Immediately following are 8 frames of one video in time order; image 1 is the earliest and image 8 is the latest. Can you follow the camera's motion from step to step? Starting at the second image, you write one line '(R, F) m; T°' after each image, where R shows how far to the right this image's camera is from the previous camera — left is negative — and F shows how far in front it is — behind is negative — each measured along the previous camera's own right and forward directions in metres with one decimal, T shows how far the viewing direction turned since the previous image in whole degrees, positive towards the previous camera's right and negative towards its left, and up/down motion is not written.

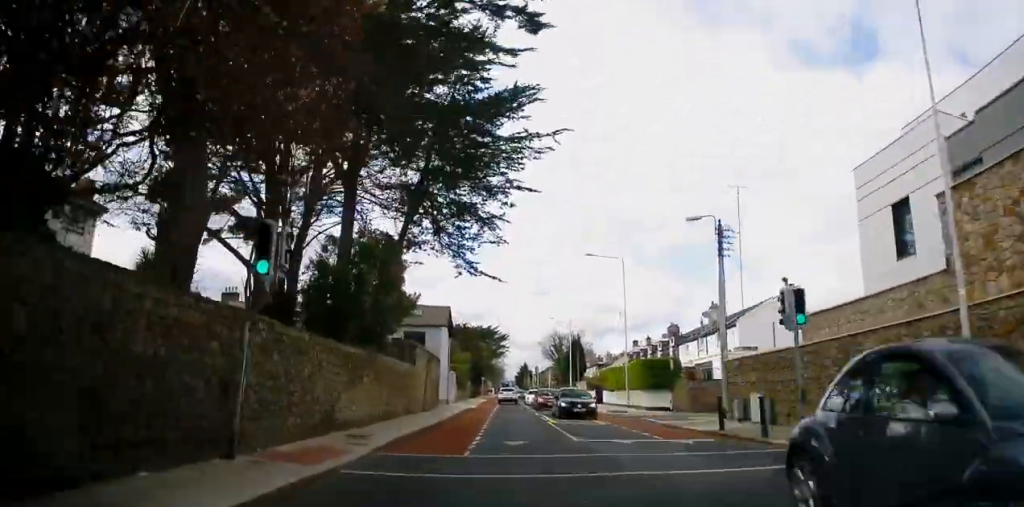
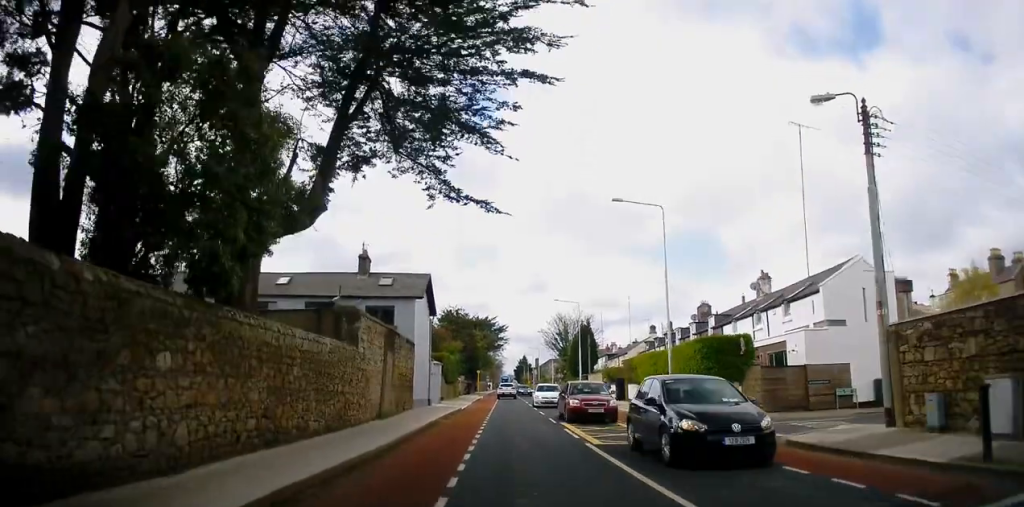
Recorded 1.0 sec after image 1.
(0.0, +10.5) m; 0°
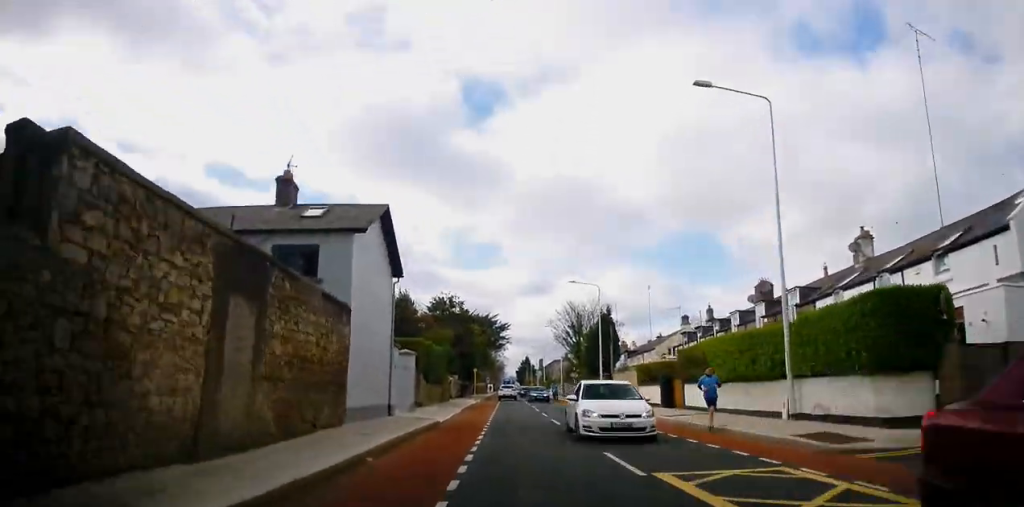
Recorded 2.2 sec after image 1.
(-0.1, +12.6) m; +2°
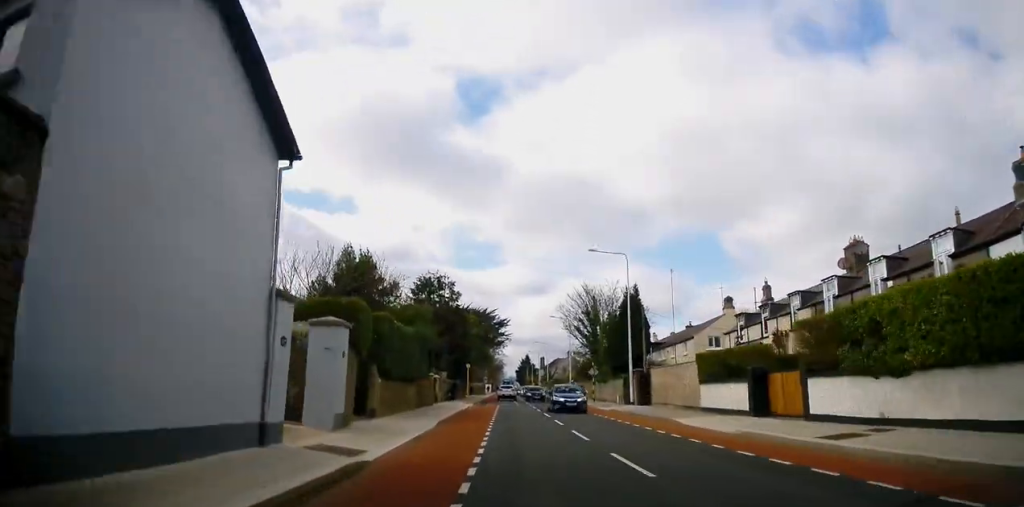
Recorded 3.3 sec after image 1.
(+0.5, +11.7) m; +1°
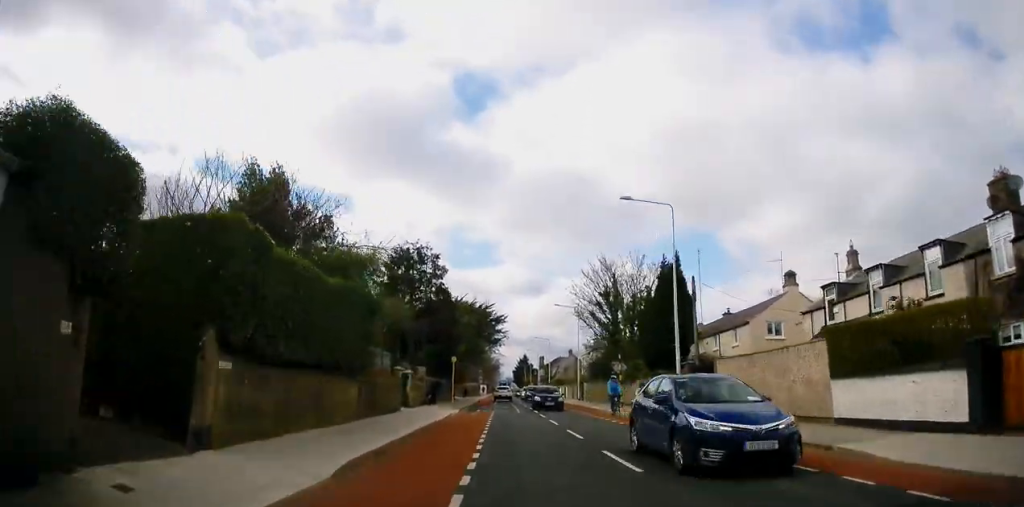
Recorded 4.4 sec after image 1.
(-0.4, +11.4) m; -3°
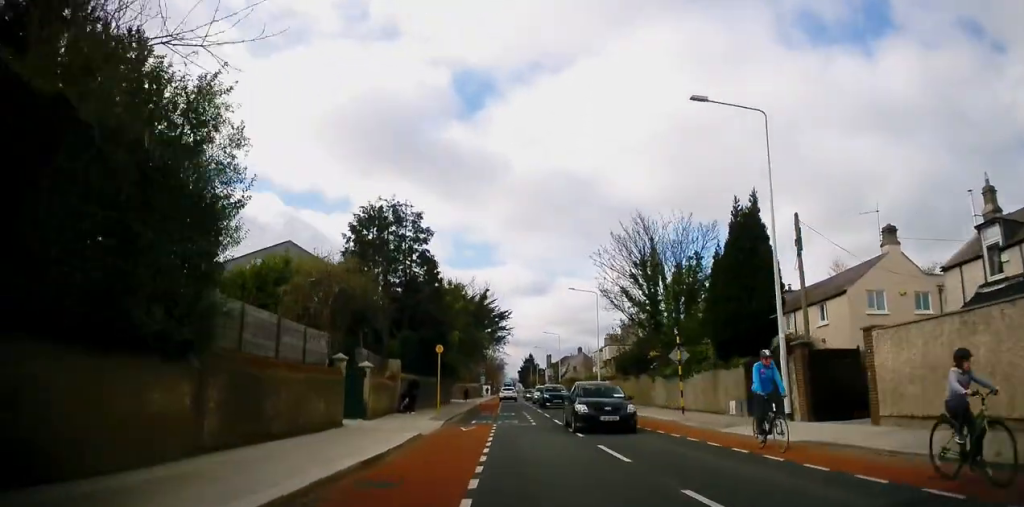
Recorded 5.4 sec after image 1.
(-0.1, +10.4) m; 0°
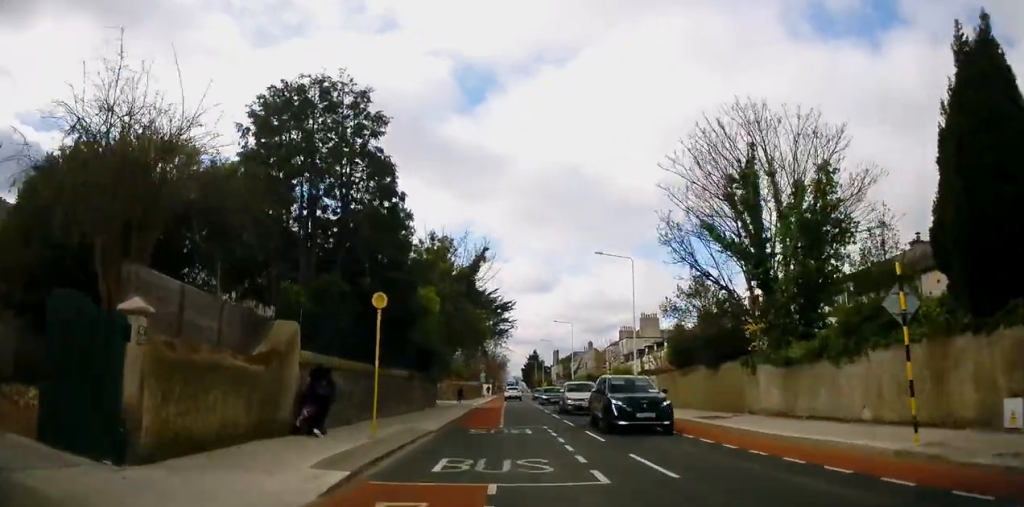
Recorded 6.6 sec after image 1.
(+0.1, +13.9) m; 0°
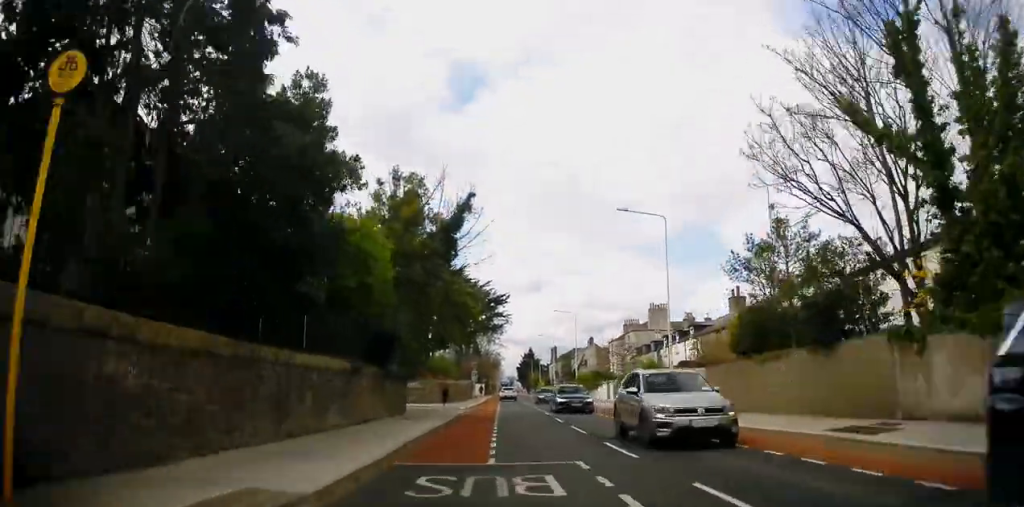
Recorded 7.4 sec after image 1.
(+0.5, +9.7) m; -7°
